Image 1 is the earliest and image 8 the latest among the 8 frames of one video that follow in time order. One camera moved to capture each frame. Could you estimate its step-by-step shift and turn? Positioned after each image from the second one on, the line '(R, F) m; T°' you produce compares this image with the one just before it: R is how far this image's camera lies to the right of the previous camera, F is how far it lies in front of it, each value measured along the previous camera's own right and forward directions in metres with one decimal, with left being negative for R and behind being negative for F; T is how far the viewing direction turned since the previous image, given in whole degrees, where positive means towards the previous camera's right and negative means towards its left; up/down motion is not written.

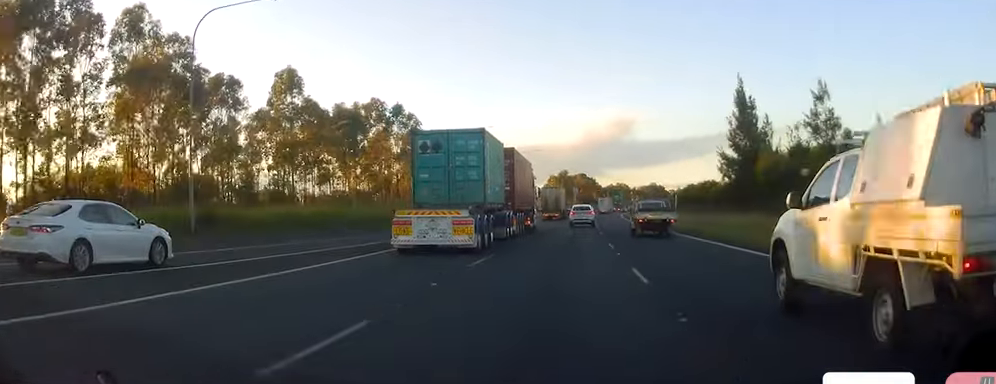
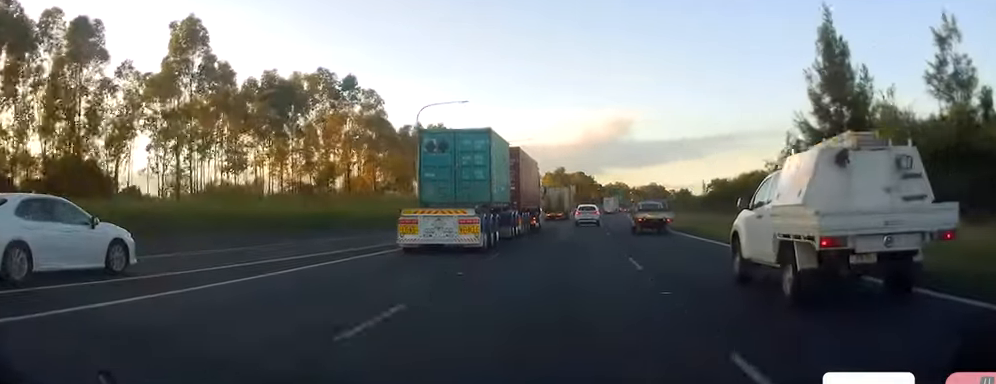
(-0.3, +21.4) m; 0°
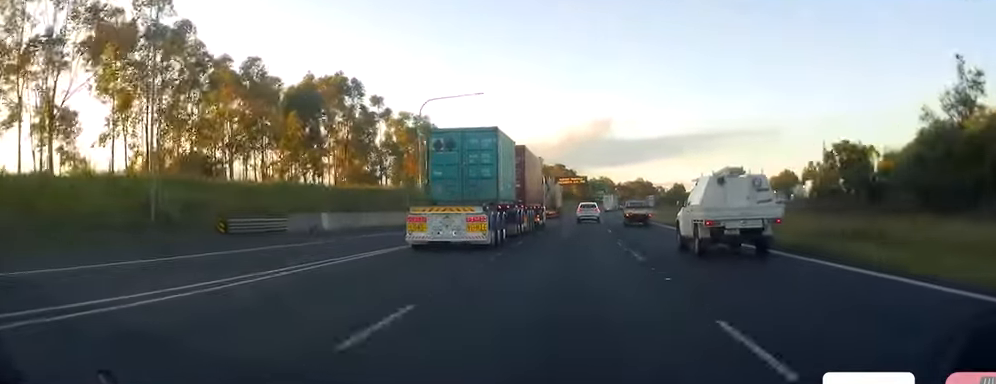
(-0.1, +47.4) m; 0°
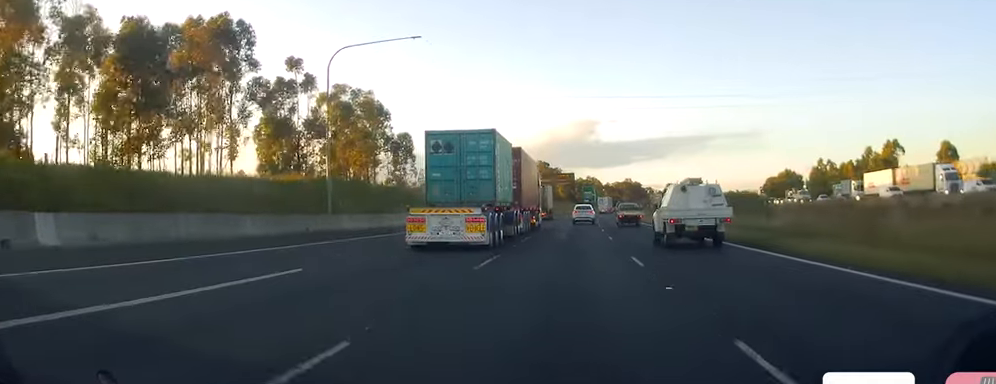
(+0.3, +25.7) m; +1°
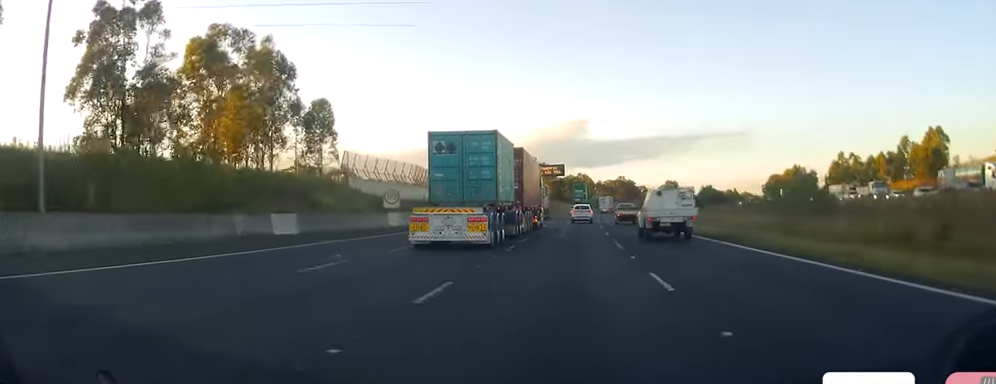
(+0.4, +29.2) m; +1°
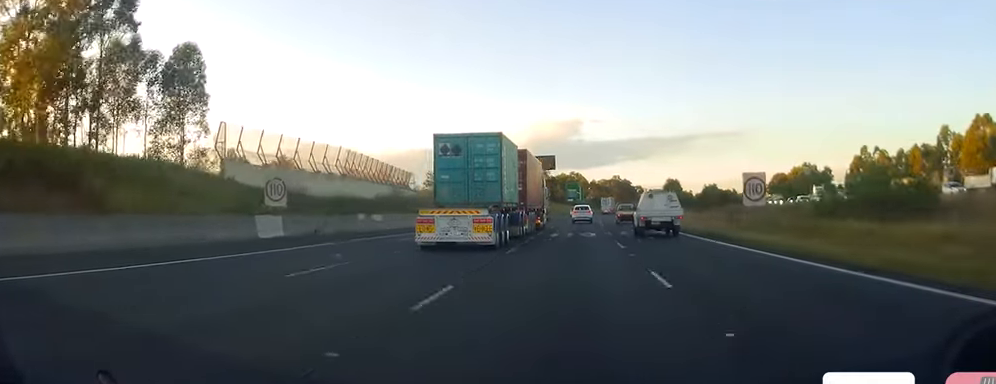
(+0.2, +23.8) m; 0°
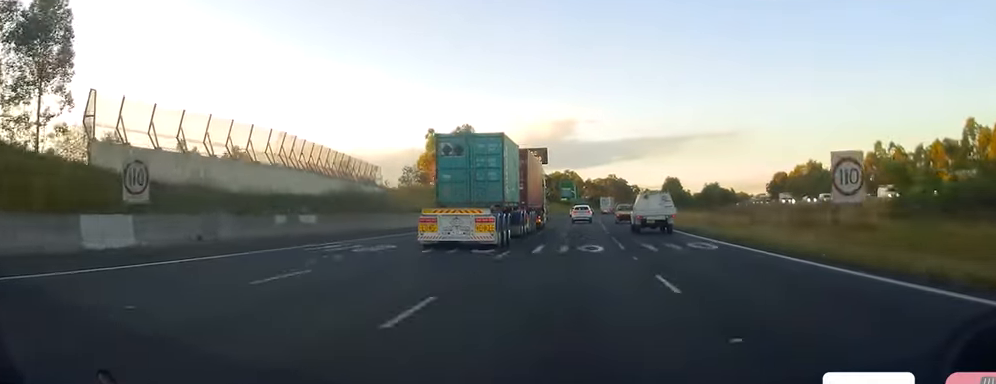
(+0.1, +13.2) m; 0°
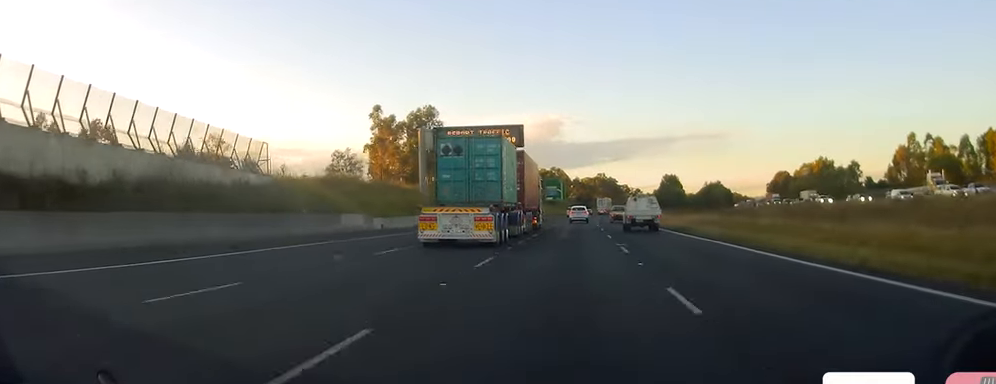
(0.0, +26.4) m; +1°
